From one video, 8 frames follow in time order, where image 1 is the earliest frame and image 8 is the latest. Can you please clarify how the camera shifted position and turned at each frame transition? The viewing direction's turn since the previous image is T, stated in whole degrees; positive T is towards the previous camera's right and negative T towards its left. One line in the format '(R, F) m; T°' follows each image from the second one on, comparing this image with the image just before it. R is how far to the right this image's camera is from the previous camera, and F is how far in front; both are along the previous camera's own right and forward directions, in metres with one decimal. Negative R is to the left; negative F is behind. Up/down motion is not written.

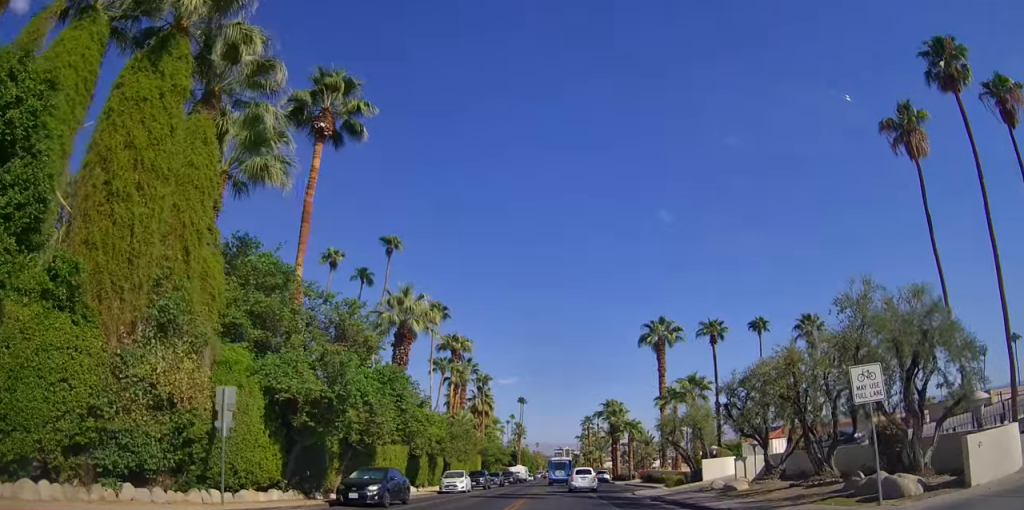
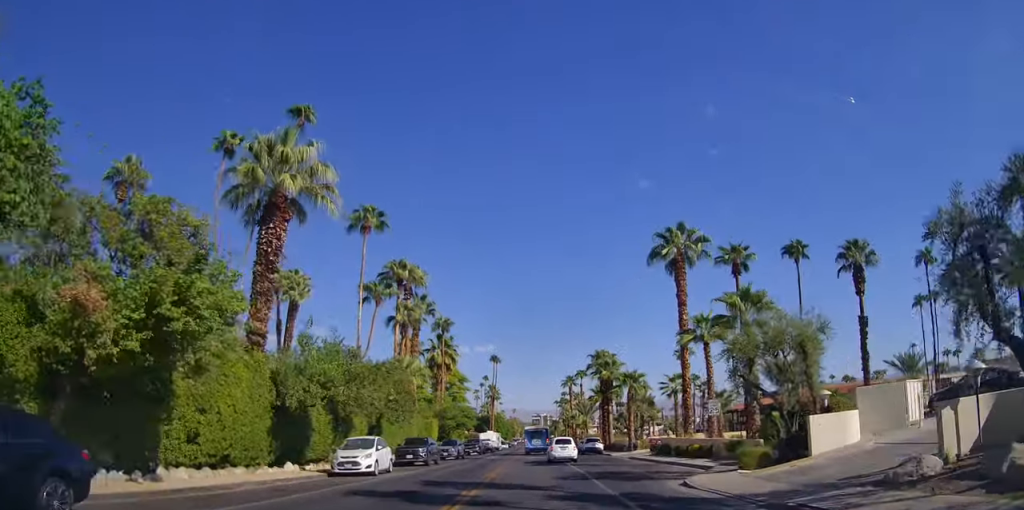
(0.0, +15.0) m; 0°
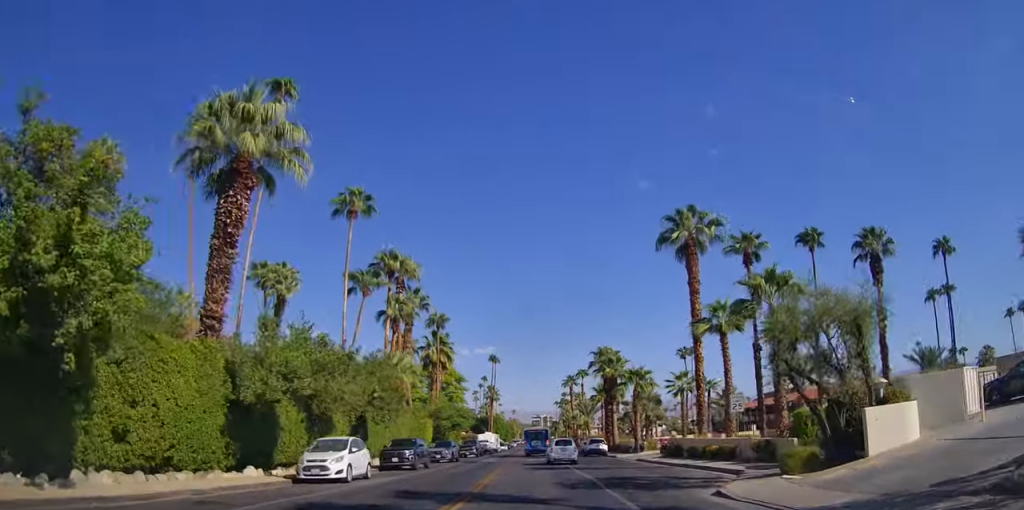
(0.0, +2.8) m; 0°
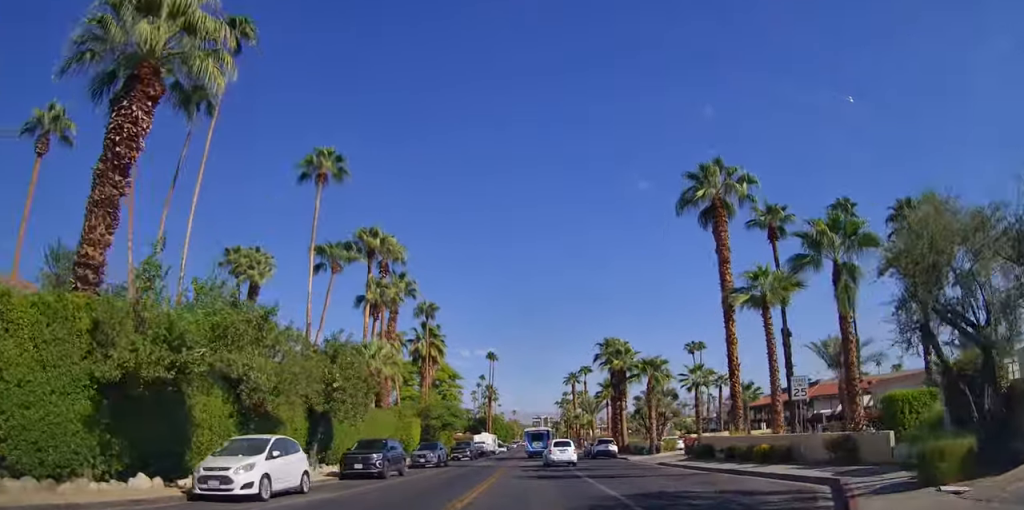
(0.0, +5.3) m; 0°
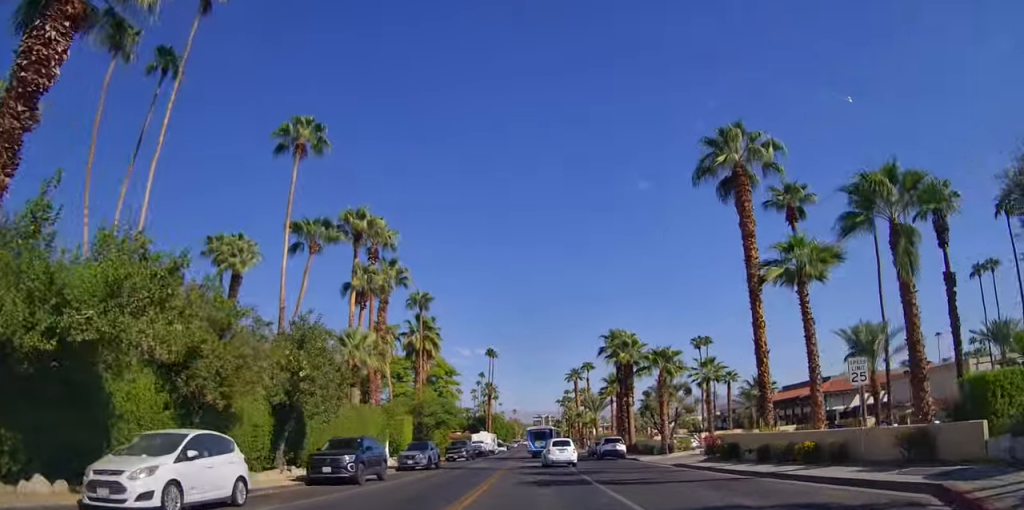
(0.0, +3.4) m; 0°
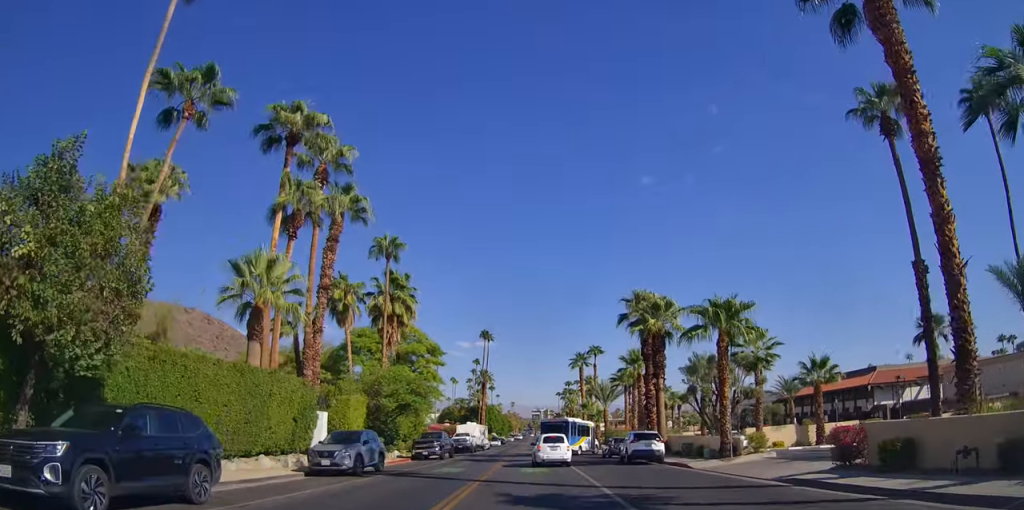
(0.0, +12.8) m; 0°
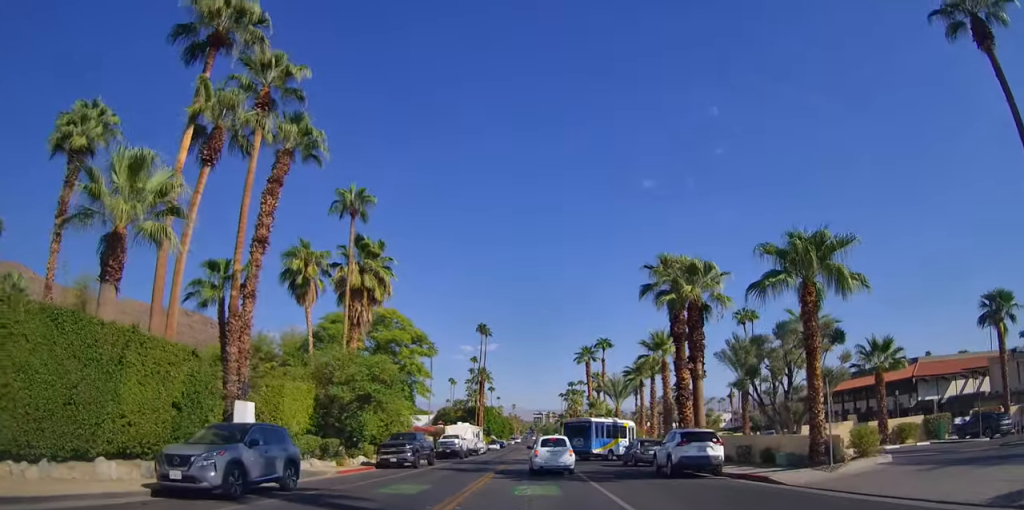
(0.0, +8.8) m; 0°
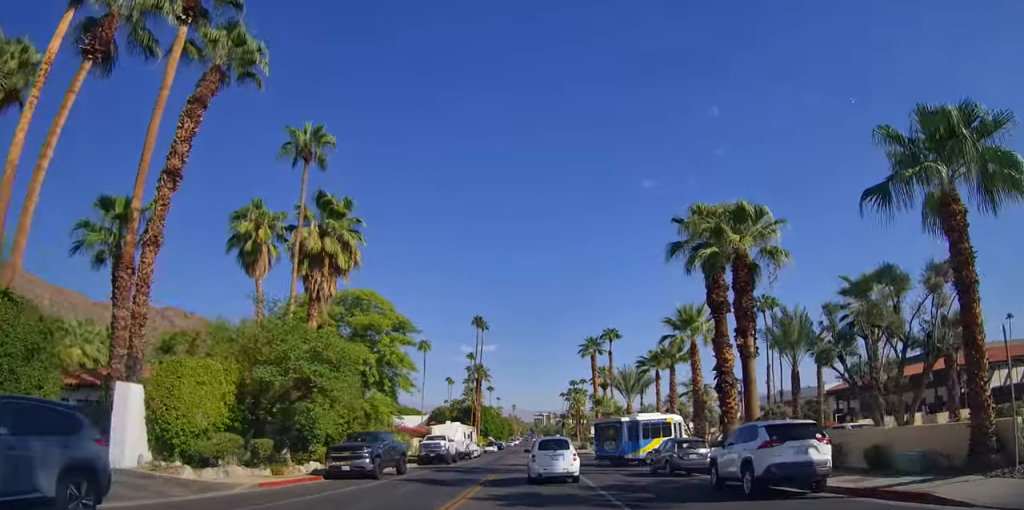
(0.0, +7.4) m; 0°
